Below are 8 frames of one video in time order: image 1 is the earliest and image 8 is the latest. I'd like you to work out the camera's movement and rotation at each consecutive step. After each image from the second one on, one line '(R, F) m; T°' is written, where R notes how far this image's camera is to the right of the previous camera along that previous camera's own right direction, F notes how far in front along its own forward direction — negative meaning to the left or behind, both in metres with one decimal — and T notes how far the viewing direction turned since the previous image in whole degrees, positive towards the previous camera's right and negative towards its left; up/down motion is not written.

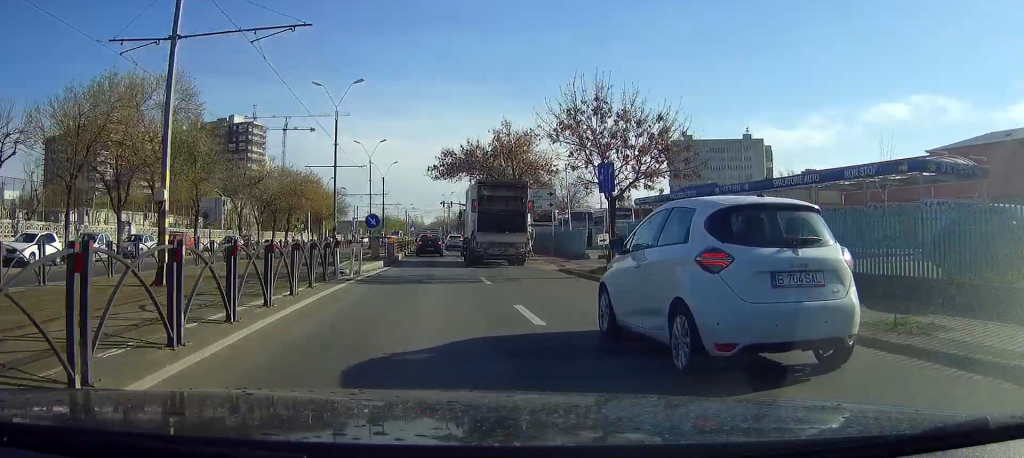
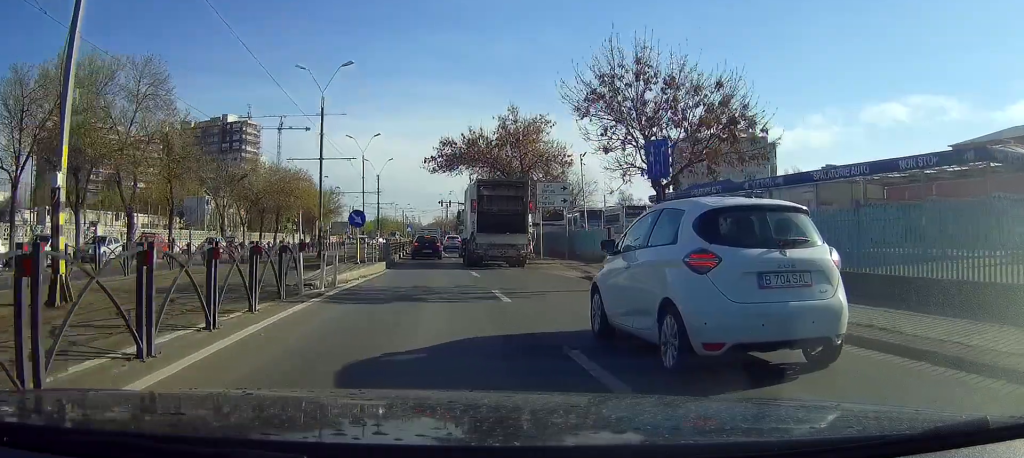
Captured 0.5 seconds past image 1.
(-0.1, +5.0) m; +1°
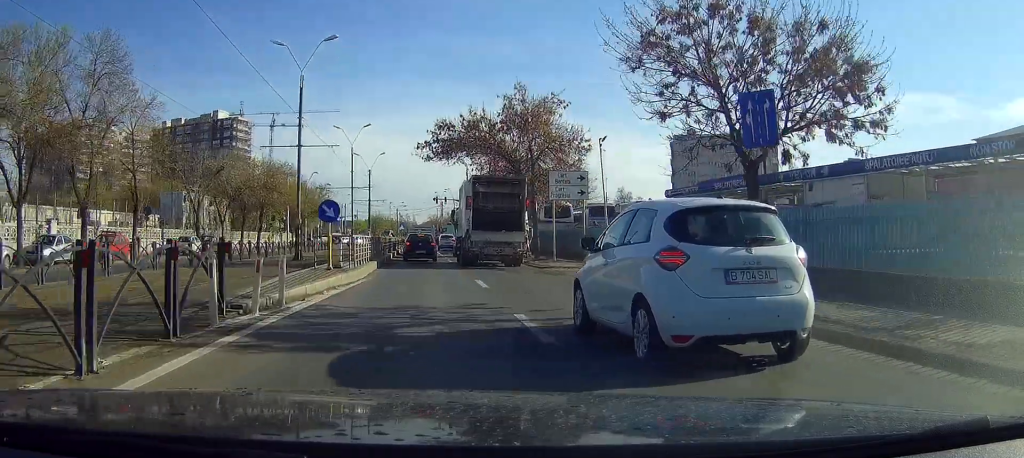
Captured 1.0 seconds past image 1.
(+0.1, +5.3) m; +1°
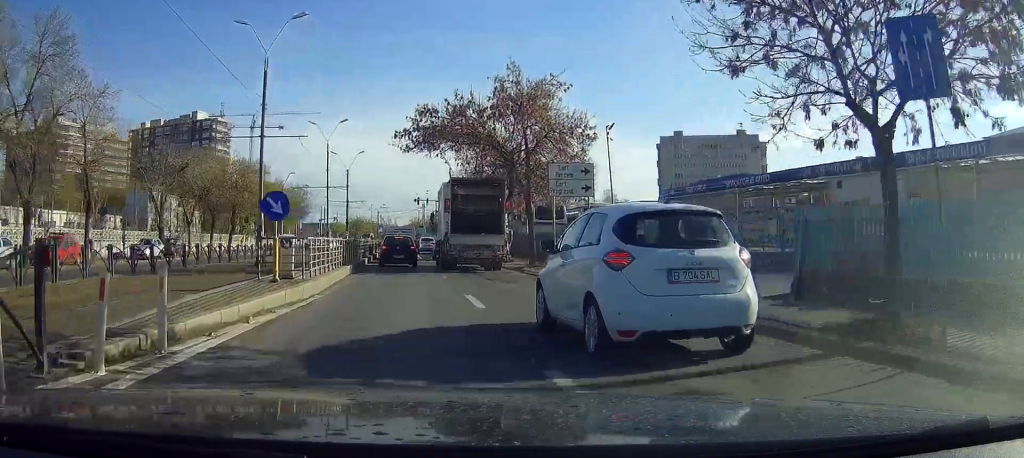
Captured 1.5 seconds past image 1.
(+0.1, +4.6) m; +1°
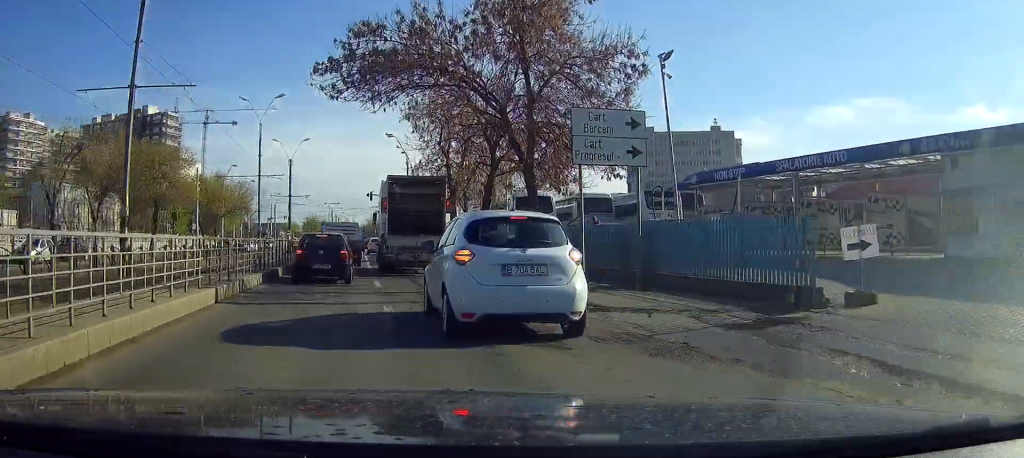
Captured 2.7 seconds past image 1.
(+0.1, +11.5) m; 0°
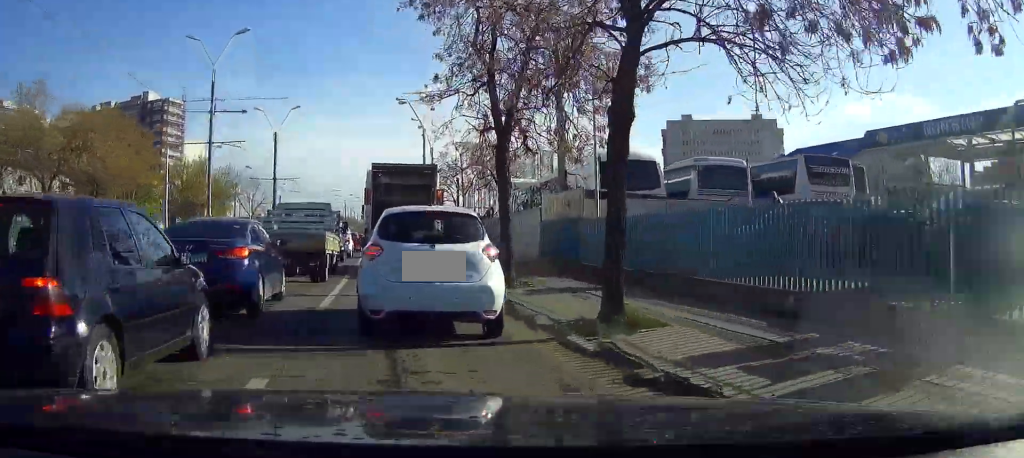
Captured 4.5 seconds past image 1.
(-0.2, +14.9) m; -1°
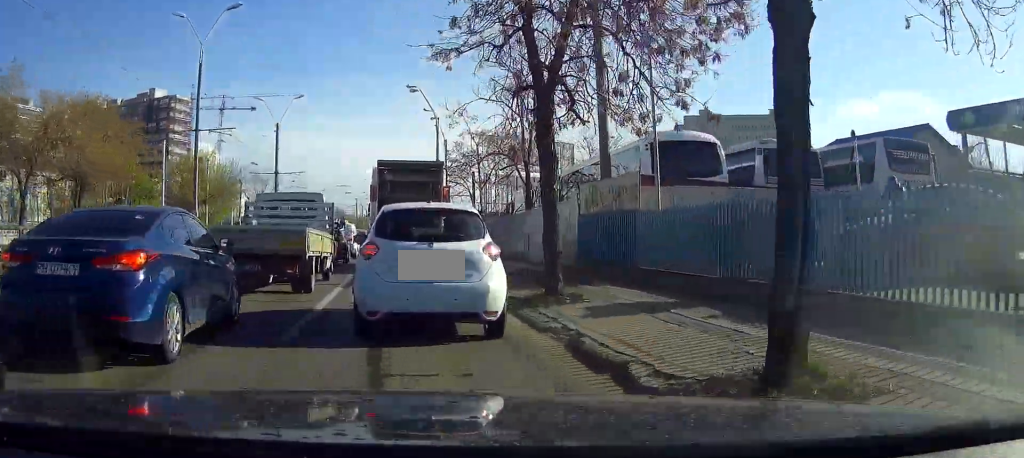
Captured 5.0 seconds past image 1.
(0.0, +3.3) m; -1°
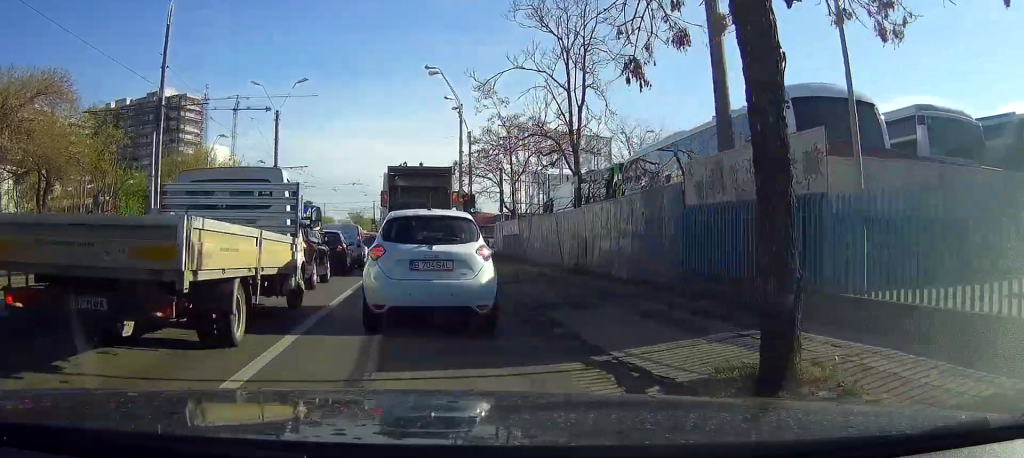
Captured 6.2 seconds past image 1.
(-0.1, +6.2) m; -2°
